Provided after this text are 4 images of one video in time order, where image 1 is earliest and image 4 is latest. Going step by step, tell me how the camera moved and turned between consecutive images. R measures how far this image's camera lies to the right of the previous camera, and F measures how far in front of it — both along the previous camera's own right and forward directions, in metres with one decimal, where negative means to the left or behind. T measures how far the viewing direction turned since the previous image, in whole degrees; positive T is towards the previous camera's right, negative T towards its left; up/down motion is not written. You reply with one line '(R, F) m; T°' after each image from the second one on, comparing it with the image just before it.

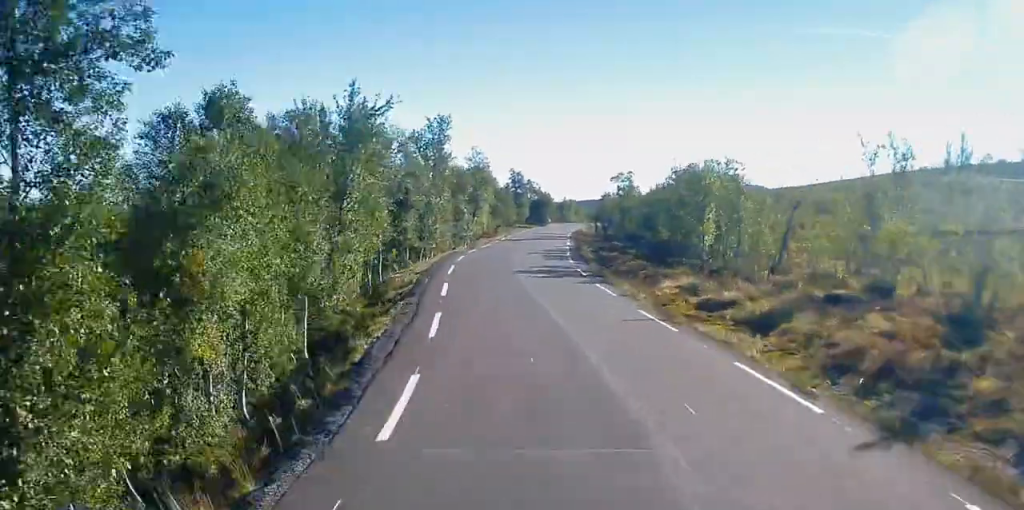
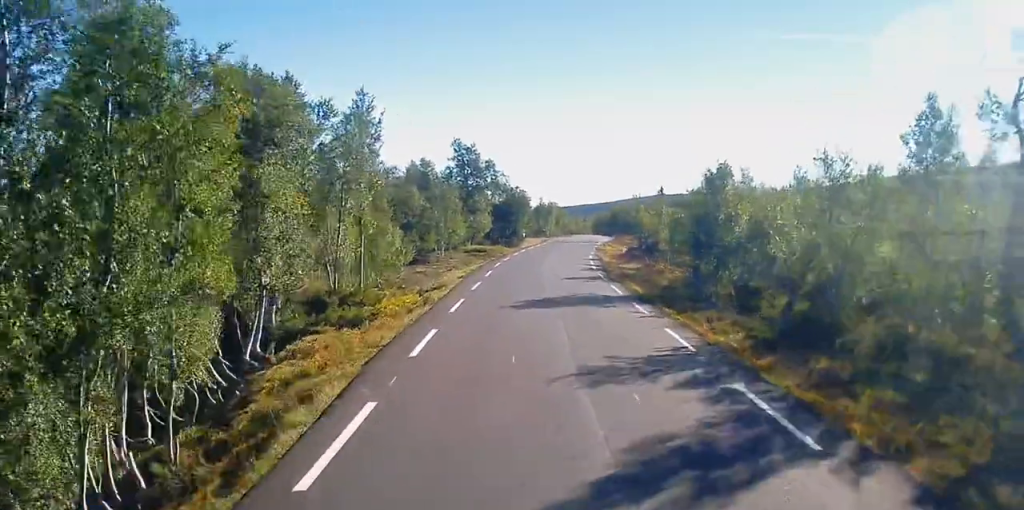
(+2.4, +55.4) m; +4°
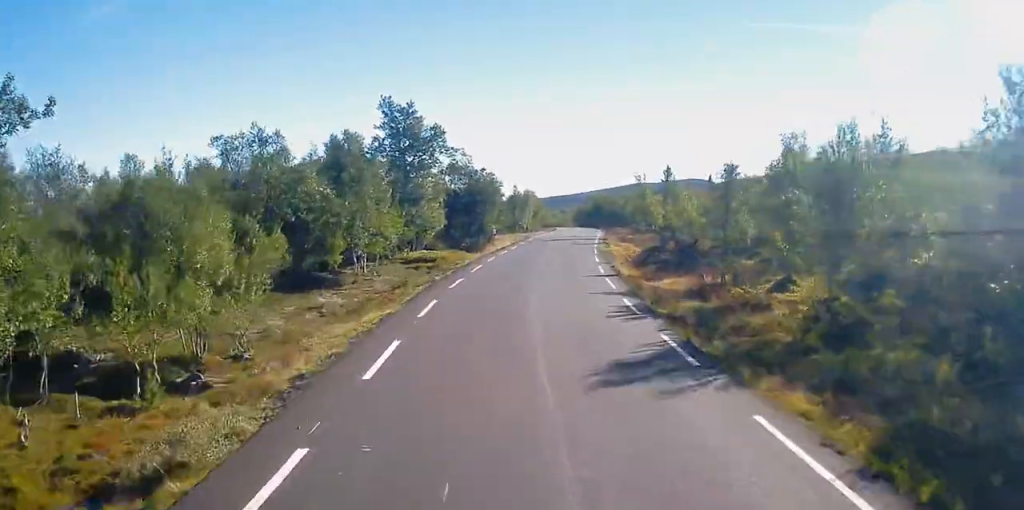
(-0.2, +19.9) m; +2°
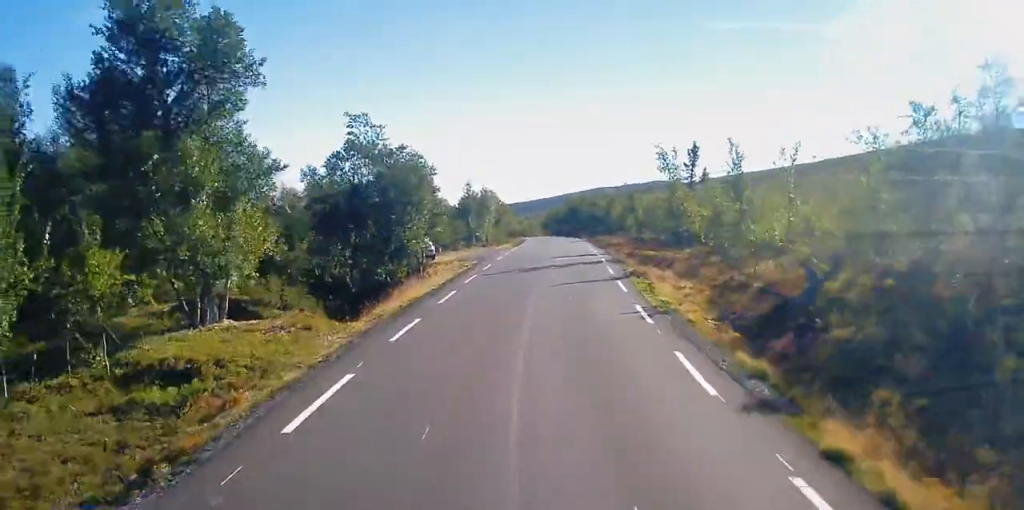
(+1.4, +26.1) m; +4°
